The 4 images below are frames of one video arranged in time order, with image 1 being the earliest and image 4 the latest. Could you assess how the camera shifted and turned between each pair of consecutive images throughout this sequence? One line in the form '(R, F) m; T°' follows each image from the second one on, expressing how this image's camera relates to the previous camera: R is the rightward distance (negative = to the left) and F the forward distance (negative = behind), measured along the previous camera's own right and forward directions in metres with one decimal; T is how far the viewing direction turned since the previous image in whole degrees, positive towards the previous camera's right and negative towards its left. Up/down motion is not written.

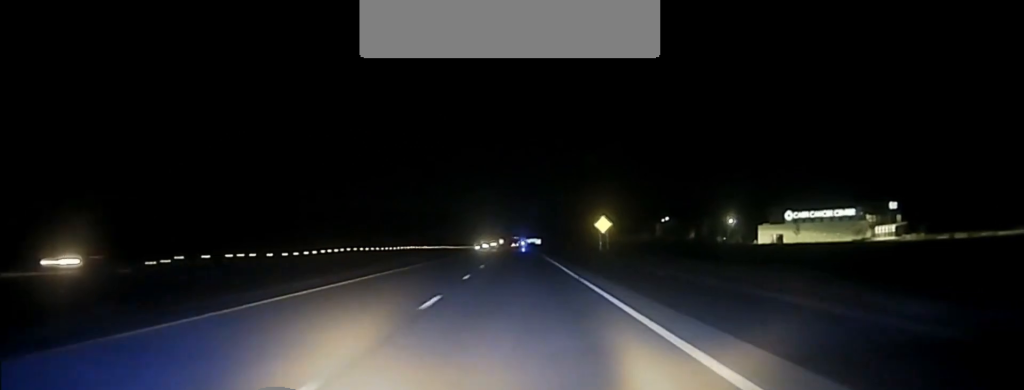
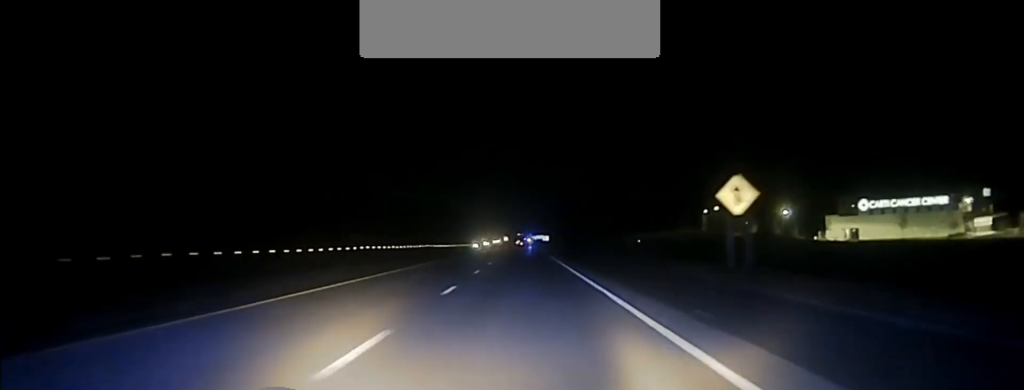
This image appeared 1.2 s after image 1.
(+0.1, +62.9) m; 0°
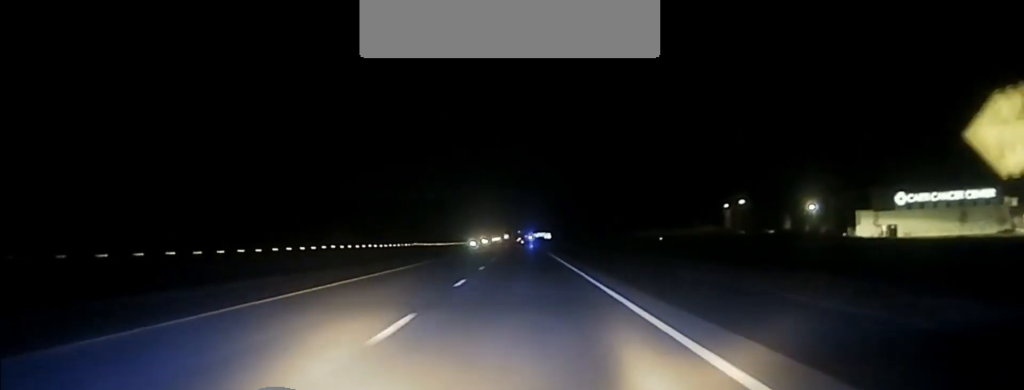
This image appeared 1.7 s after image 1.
(0.0, +24.2) m; 0°
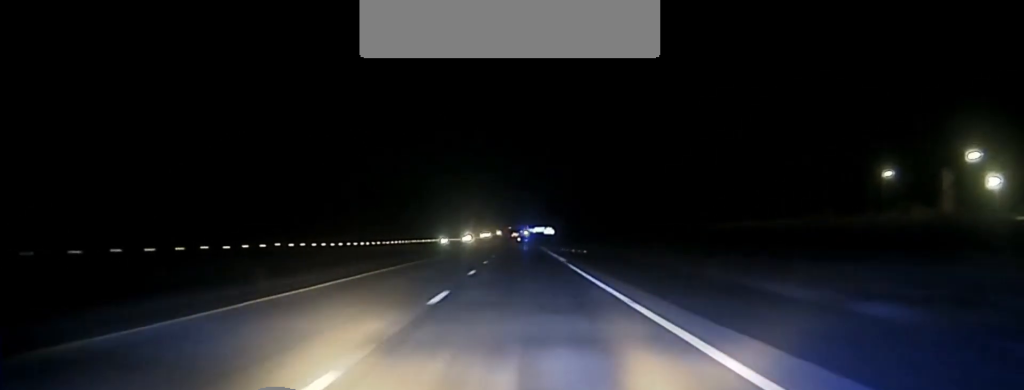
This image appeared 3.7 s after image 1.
(-0.1, +95.5) m; 0°
